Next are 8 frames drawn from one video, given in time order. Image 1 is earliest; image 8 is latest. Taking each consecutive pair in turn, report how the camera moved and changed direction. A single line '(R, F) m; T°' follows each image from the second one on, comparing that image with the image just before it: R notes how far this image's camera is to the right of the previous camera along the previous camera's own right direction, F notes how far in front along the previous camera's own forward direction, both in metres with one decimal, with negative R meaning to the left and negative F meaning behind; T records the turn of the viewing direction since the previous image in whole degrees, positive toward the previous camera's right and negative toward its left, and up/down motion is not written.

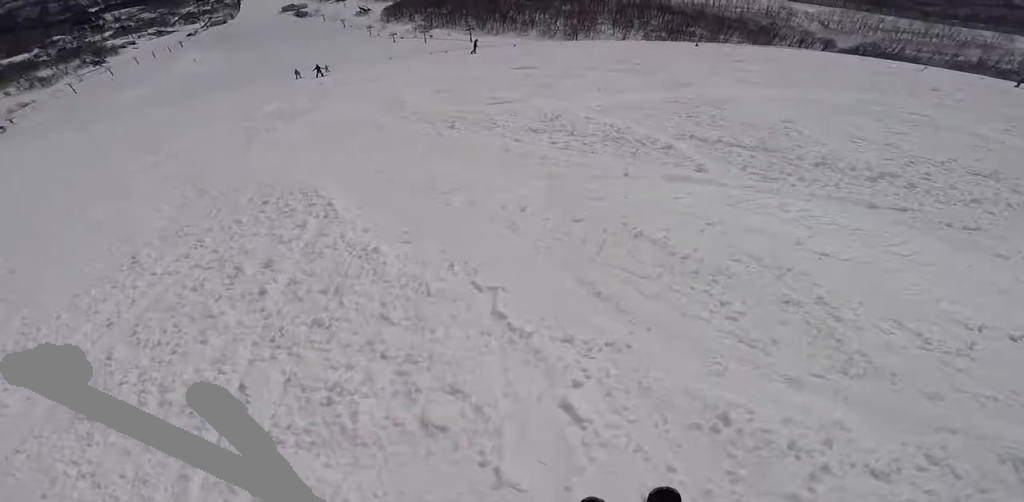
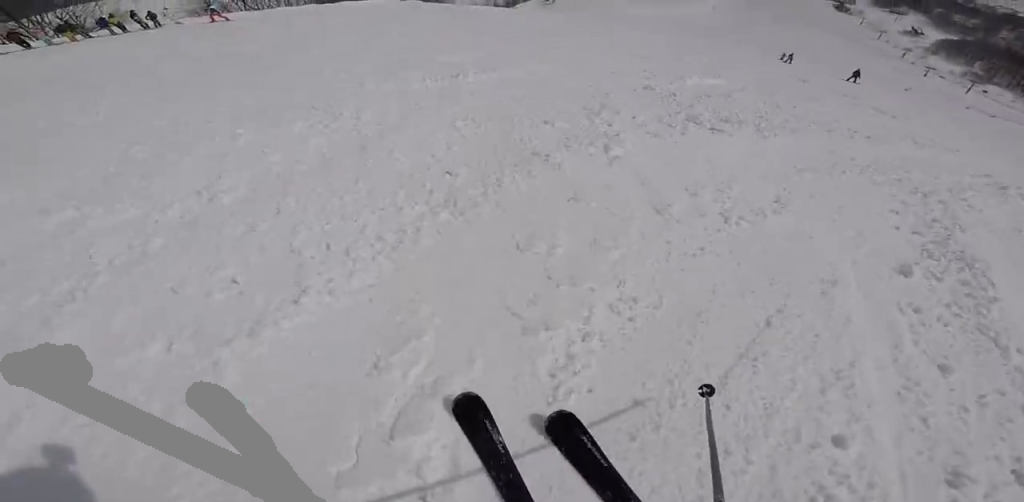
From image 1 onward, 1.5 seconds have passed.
(-3.9, +5.3) m; -27°
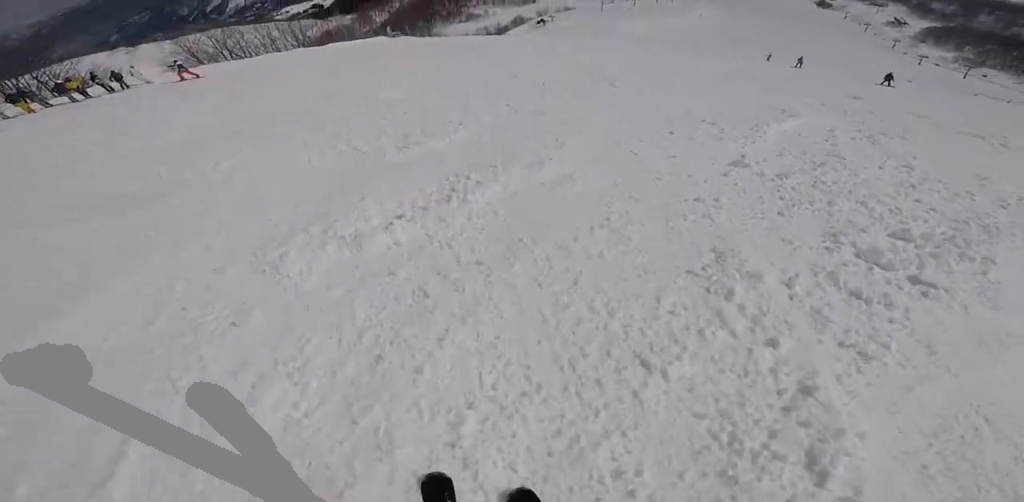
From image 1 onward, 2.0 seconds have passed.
(+0.3, +3.1) m; +17°
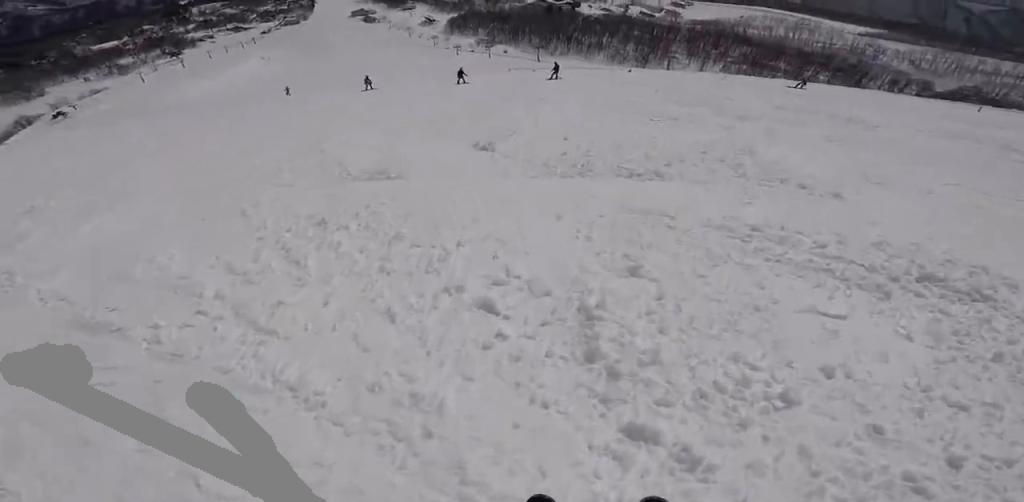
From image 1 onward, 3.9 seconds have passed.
(+4.1, +10.8) m; +14°
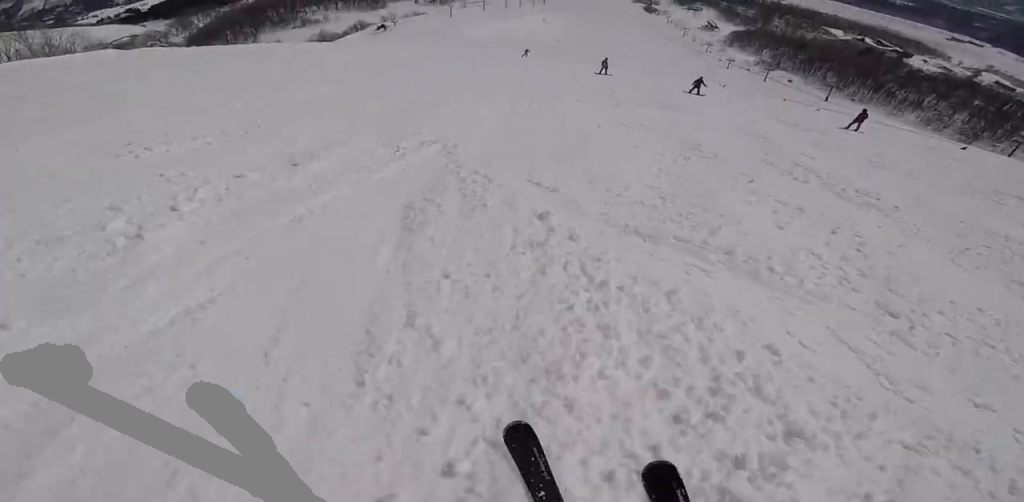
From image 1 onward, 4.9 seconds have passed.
(-1.1, +5.6) m; -17°
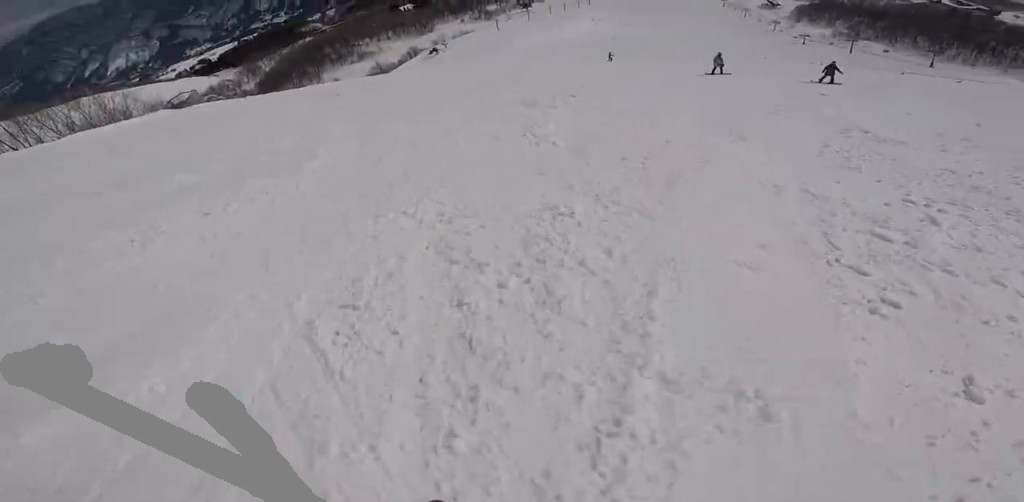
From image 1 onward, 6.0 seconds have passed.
(-0.7, +6.4) m; 0°
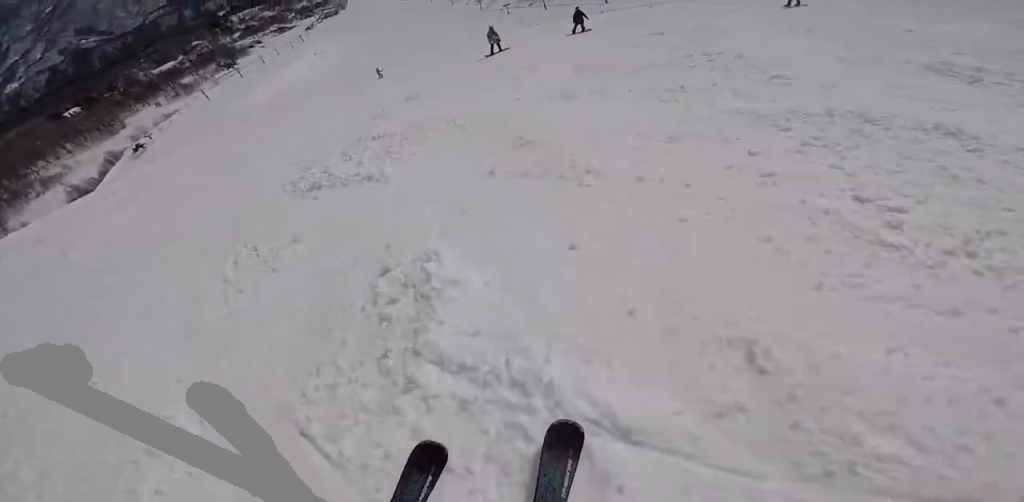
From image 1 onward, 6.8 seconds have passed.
(+0.5, +4.3) m; +11°
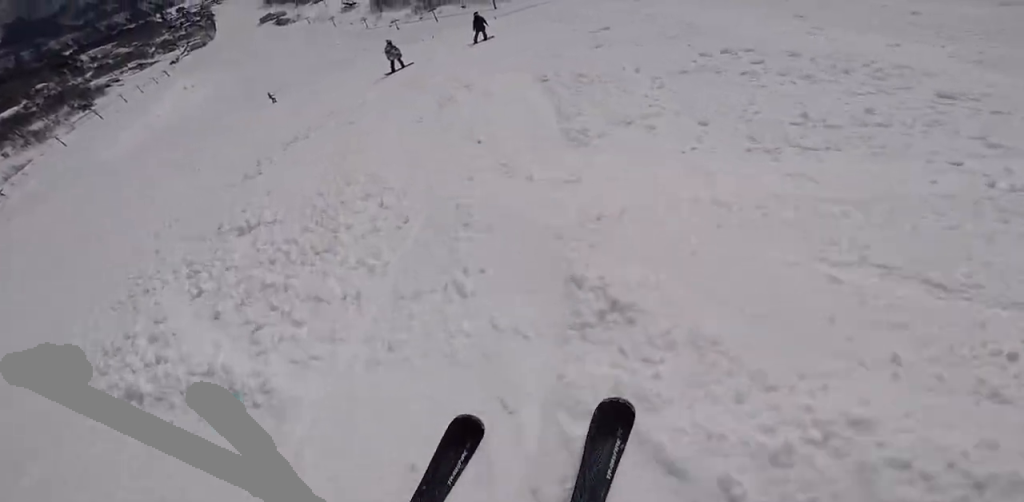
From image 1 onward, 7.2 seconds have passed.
(0.0, +2.4) m; +7°
